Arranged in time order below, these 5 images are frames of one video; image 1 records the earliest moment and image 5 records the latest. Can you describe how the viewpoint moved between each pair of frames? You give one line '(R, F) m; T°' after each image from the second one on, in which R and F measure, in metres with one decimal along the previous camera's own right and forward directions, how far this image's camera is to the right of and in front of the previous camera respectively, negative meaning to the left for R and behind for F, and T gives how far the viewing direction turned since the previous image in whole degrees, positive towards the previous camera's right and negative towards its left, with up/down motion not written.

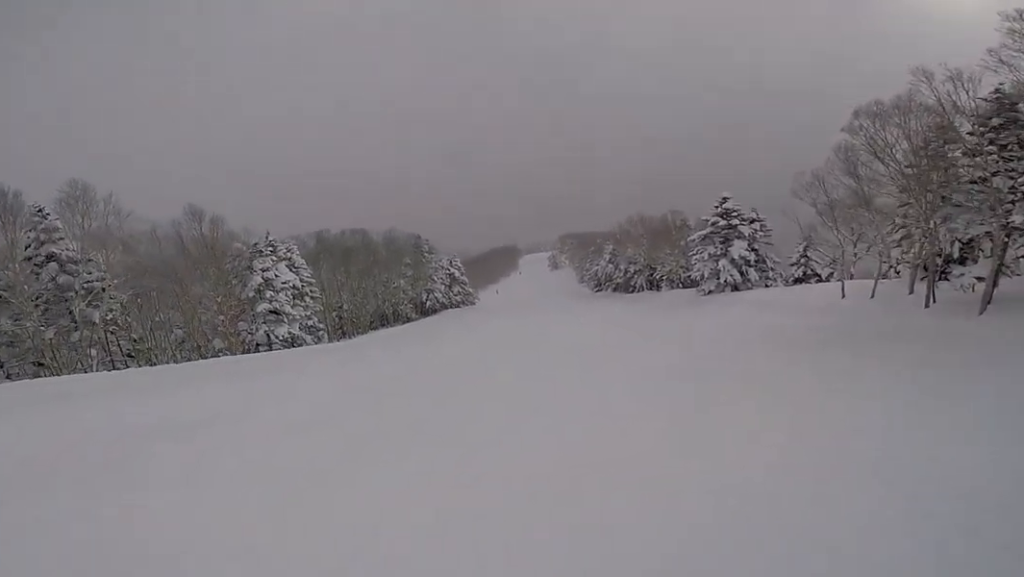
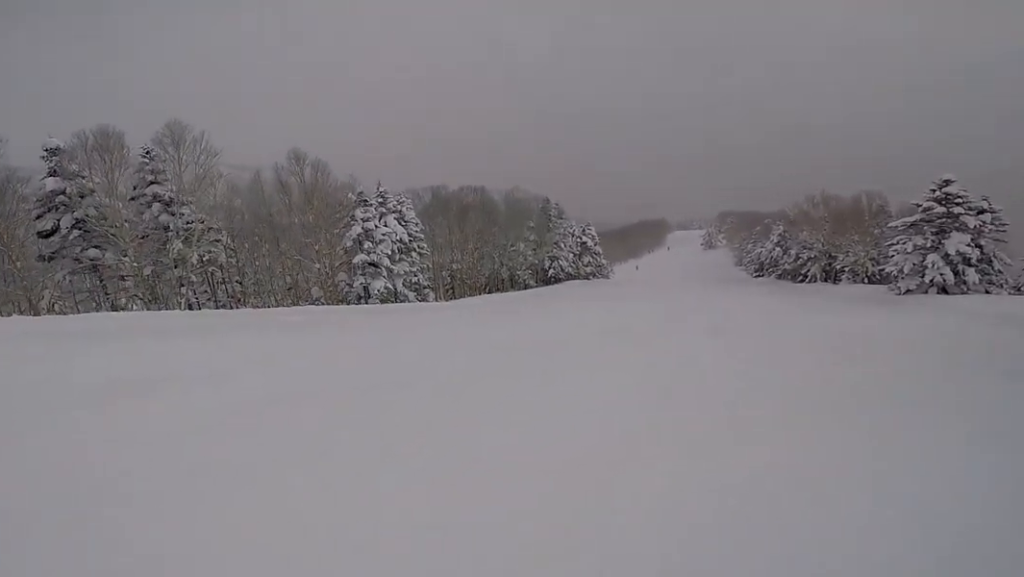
(-0.6, +3.5) m; -8°
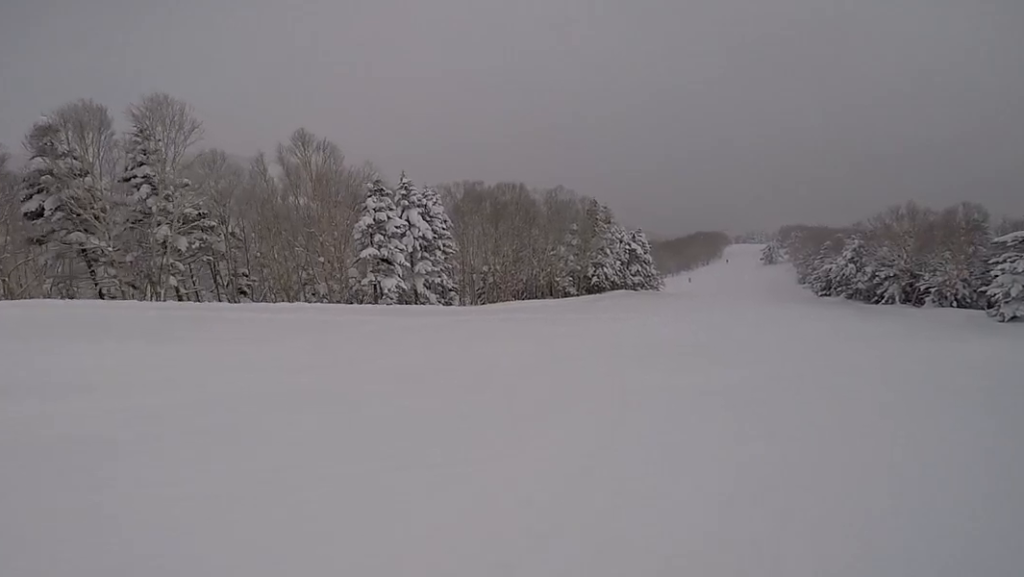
(-0.1, +4.4) m; -1°
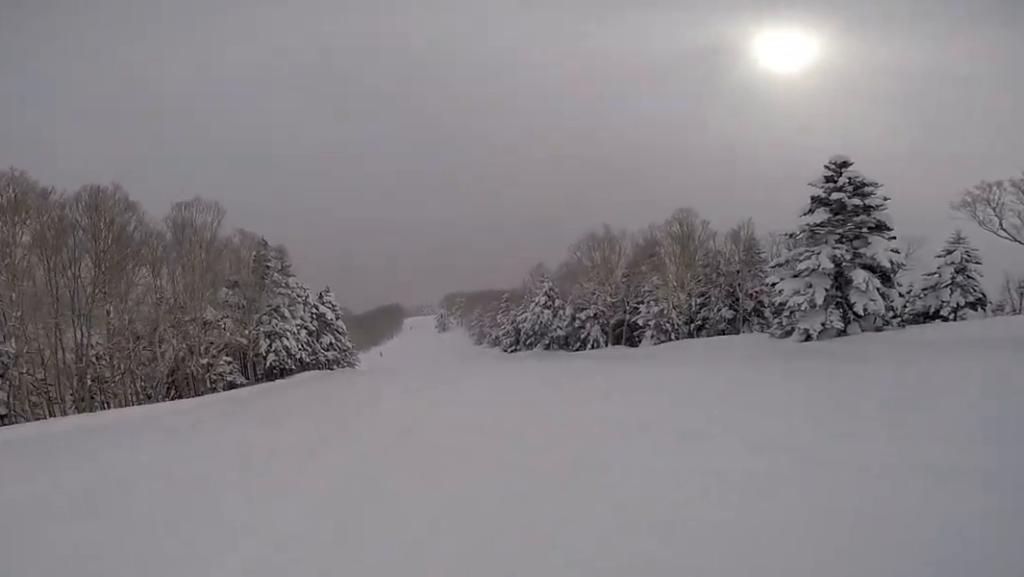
(+3.2, +24.1) m; +18°
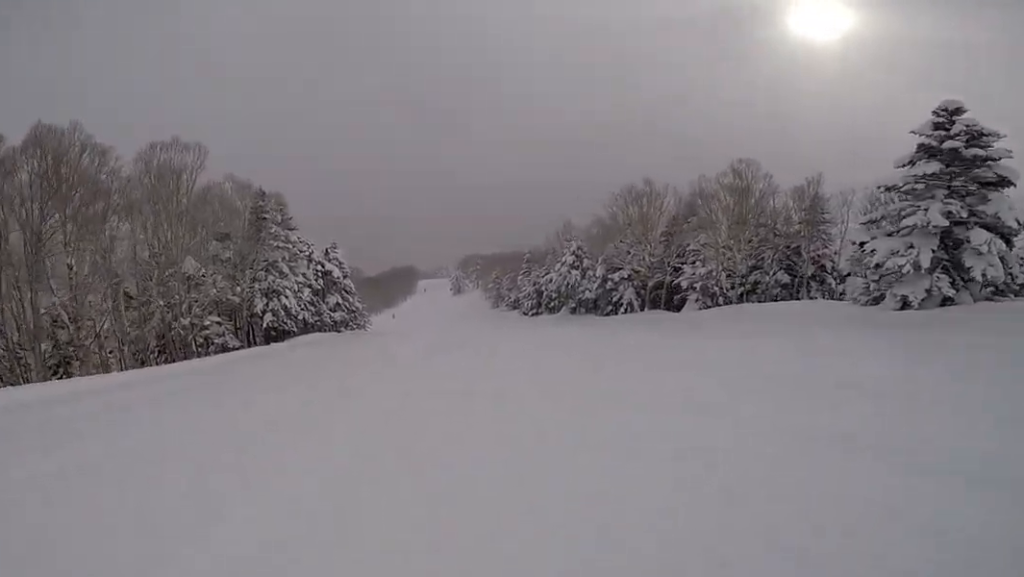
(0.0, +4.6) m; +2°
